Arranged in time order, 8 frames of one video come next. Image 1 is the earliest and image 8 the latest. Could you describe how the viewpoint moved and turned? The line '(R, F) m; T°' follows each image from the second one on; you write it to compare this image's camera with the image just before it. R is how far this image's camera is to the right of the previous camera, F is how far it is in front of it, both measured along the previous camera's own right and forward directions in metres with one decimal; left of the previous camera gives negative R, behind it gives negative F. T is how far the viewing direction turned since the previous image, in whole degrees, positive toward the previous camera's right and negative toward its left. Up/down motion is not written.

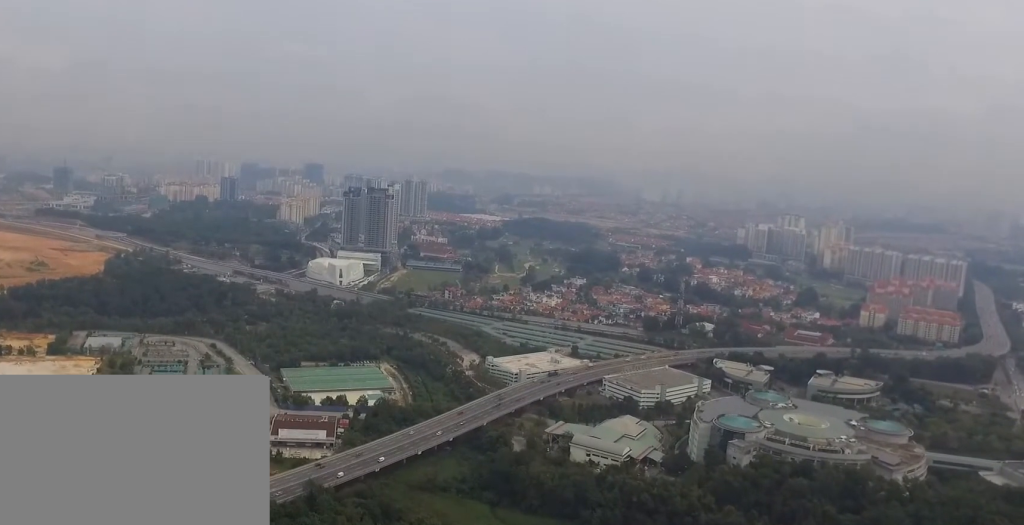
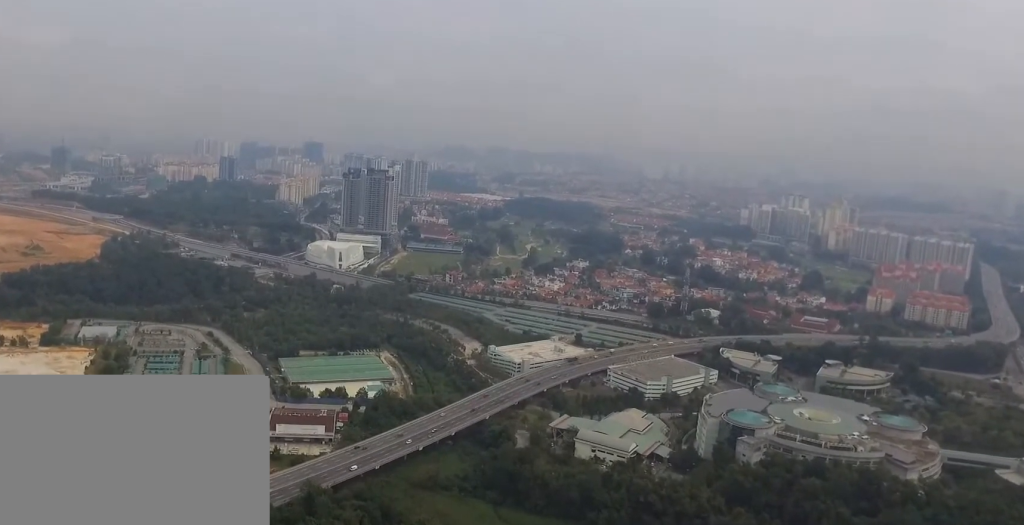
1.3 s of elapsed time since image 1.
(+0.2, +17.2) m; +1°
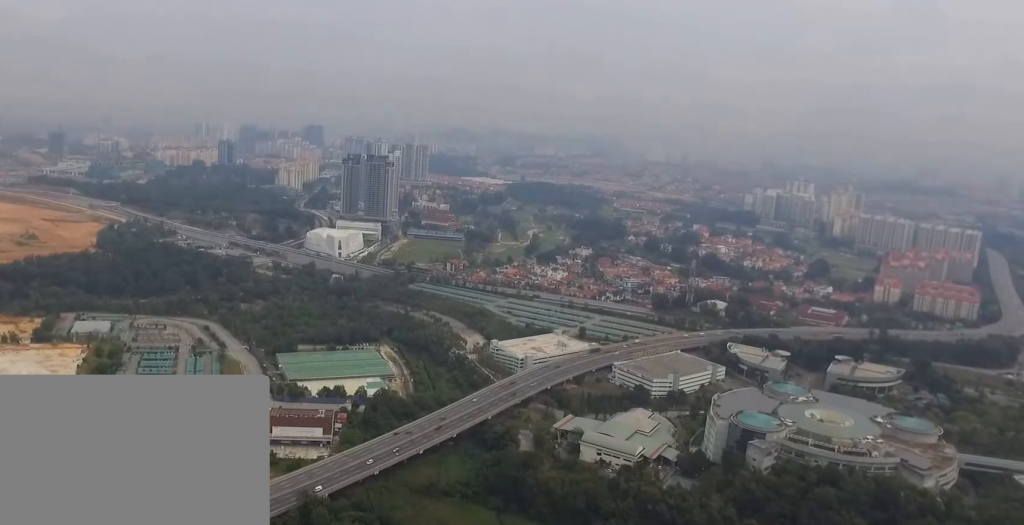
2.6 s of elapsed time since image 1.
(0.0, +17.6) m; 0°
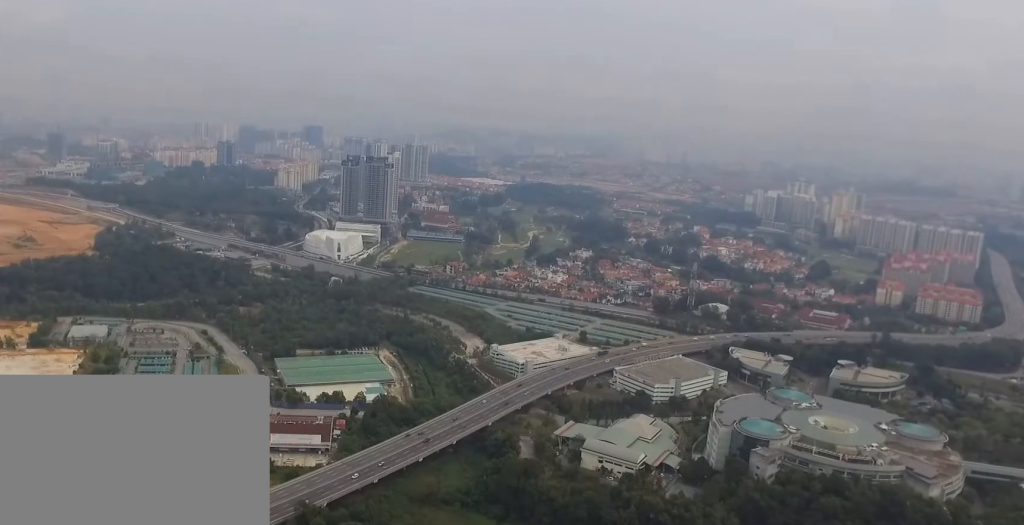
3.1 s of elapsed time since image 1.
(0.0, +6.4) m; 0°
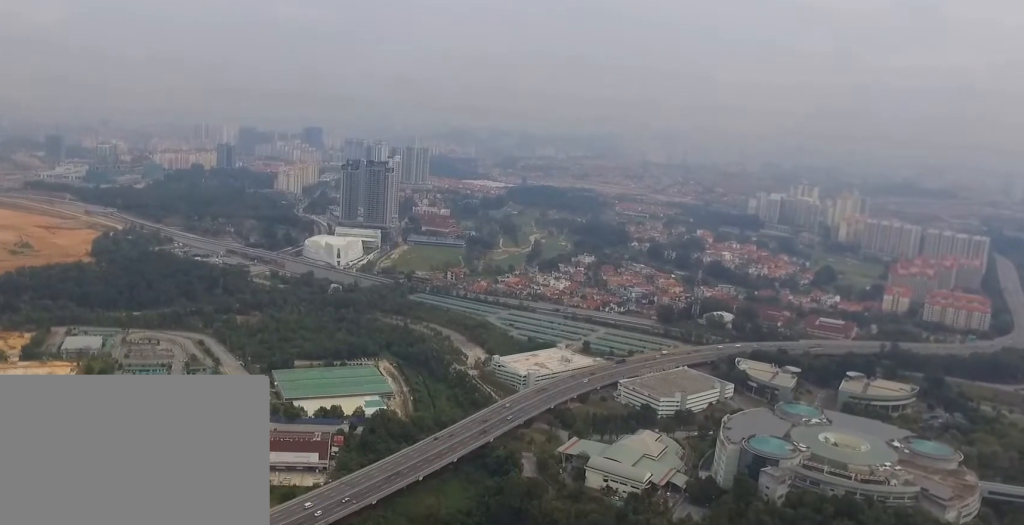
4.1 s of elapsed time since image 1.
(0.0, +13.7) m; 0°
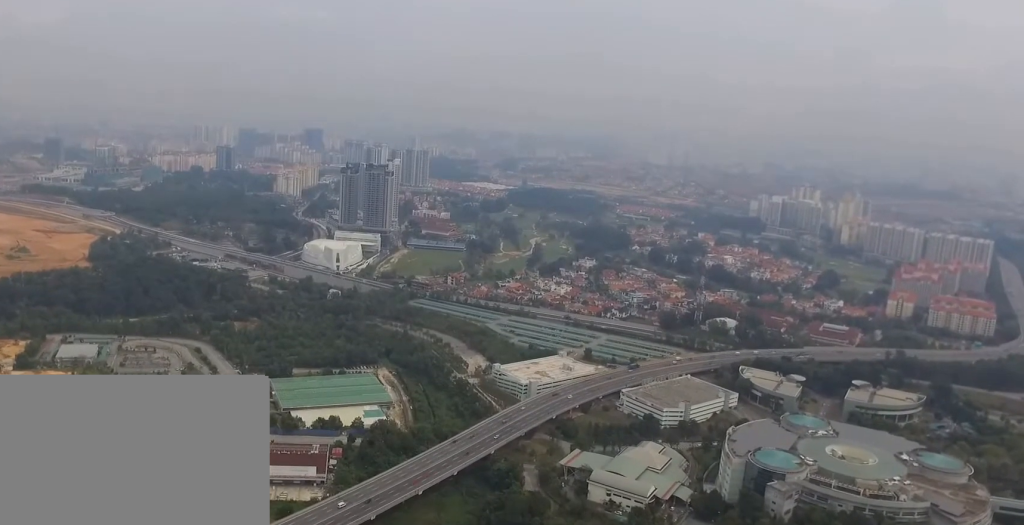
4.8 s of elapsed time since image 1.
(0.0, +9.0) m; 0°
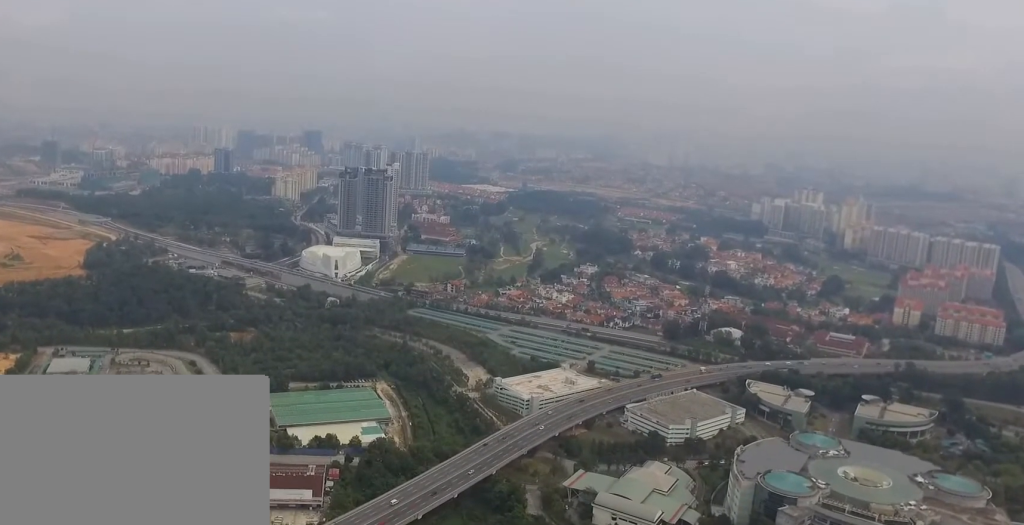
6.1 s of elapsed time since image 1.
(0.0, +17.0) m; 0°
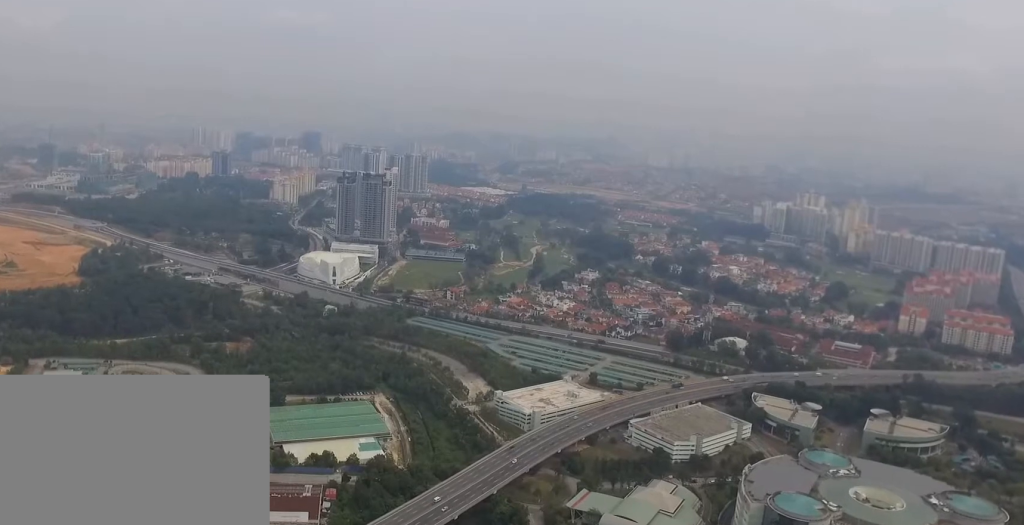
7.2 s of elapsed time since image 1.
(0.0, +14.5) m; 0°
